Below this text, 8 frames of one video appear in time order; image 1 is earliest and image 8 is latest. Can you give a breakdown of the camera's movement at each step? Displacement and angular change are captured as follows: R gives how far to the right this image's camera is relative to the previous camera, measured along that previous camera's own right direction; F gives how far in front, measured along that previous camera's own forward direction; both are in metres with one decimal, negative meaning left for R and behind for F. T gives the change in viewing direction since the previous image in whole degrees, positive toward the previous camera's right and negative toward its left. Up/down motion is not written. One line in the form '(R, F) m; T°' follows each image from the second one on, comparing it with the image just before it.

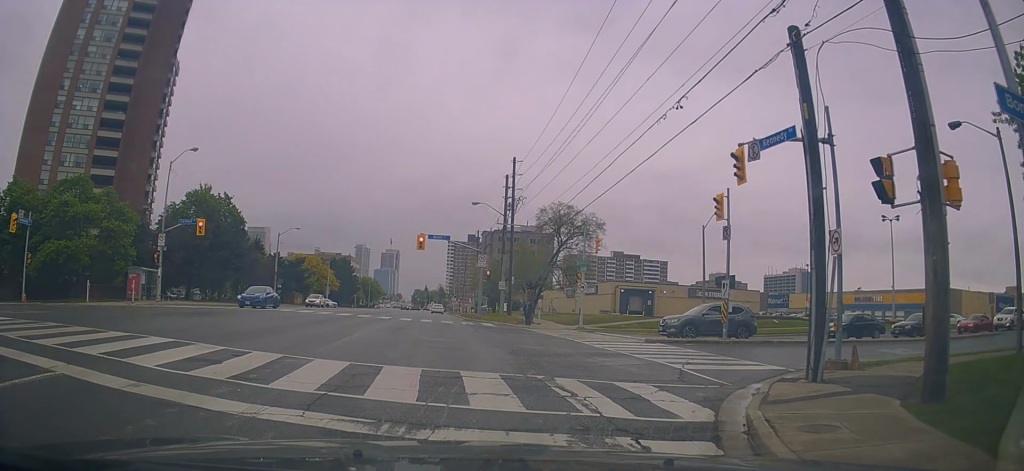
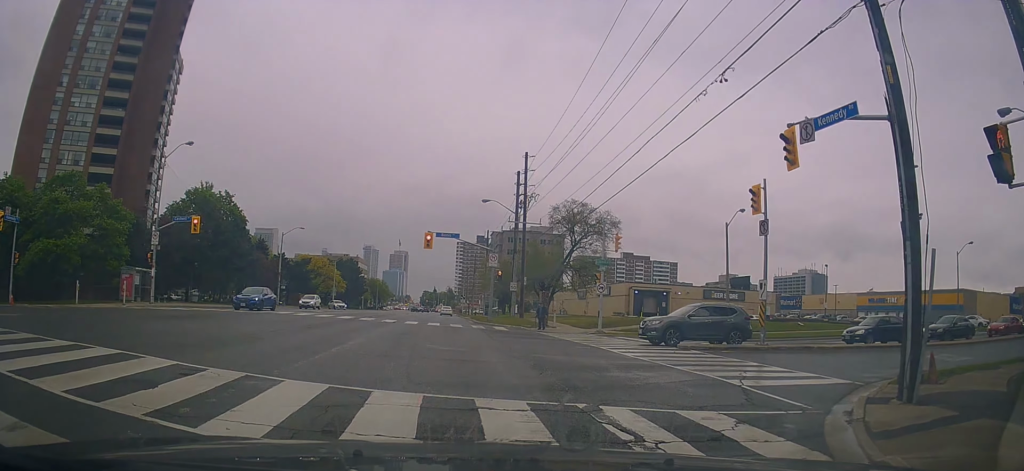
(-0.1, +4.1) m; -3°
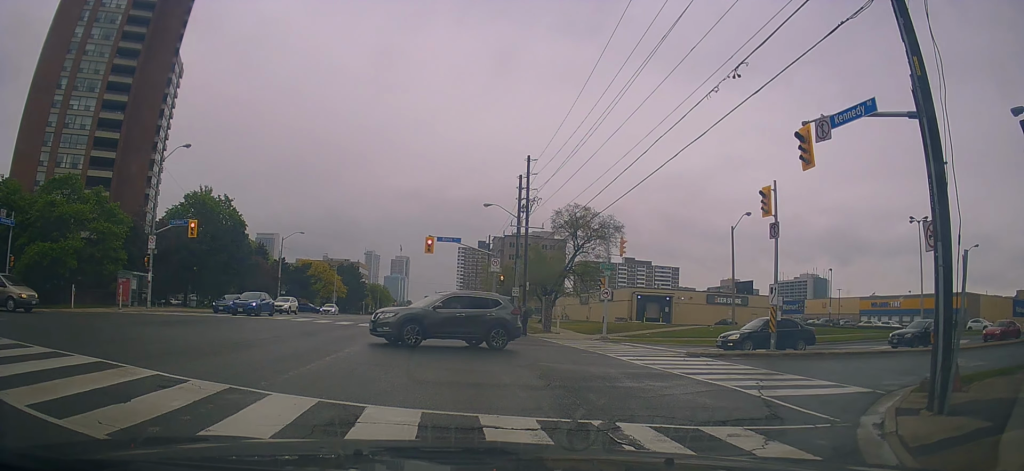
(+0.3, +2.1) m; 0°
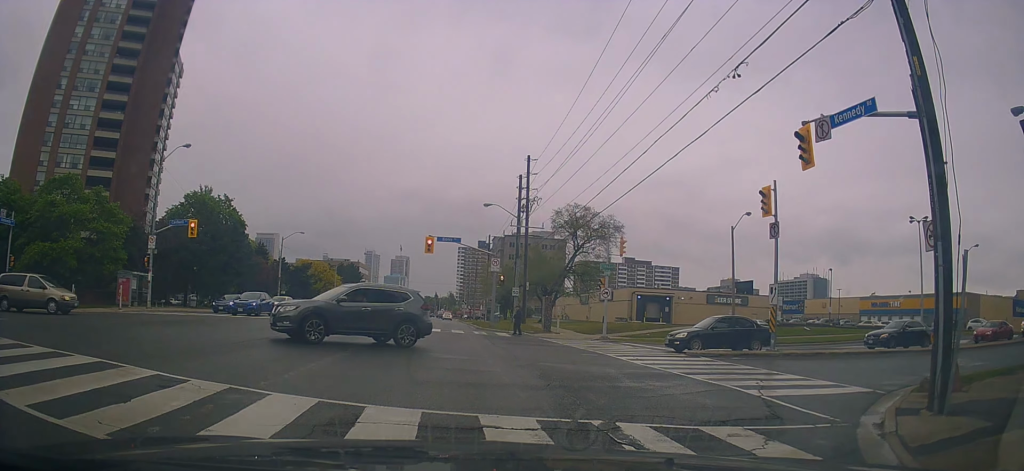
(+0.2, -0.1) m; 0°
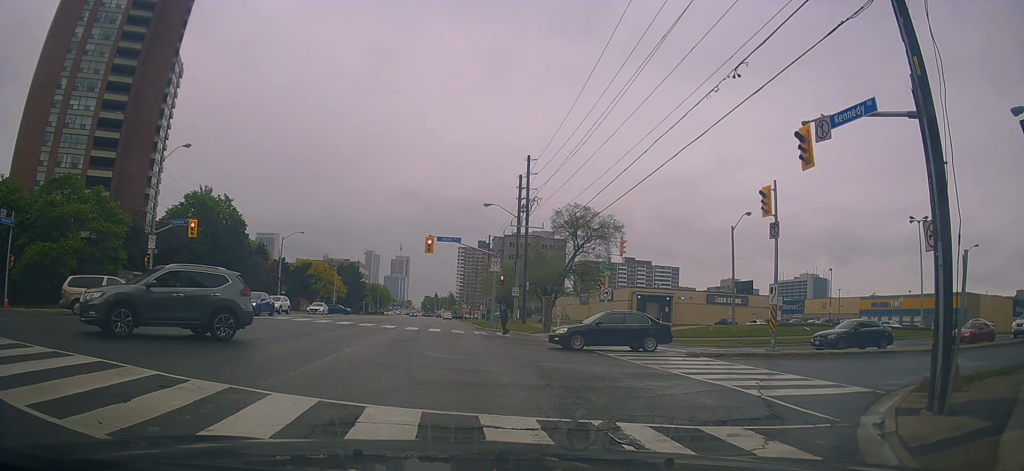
(0.0, 0.0) m; 0°
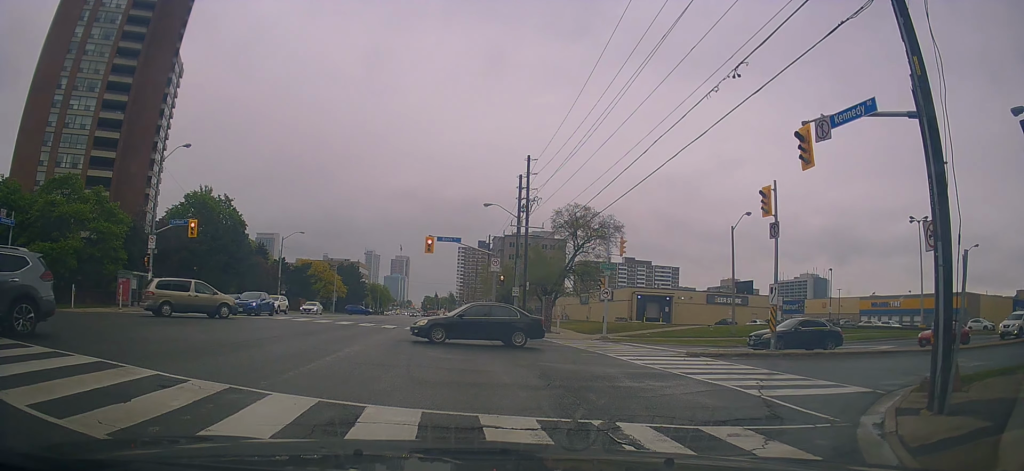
(0.0, 0.0) m; 0°
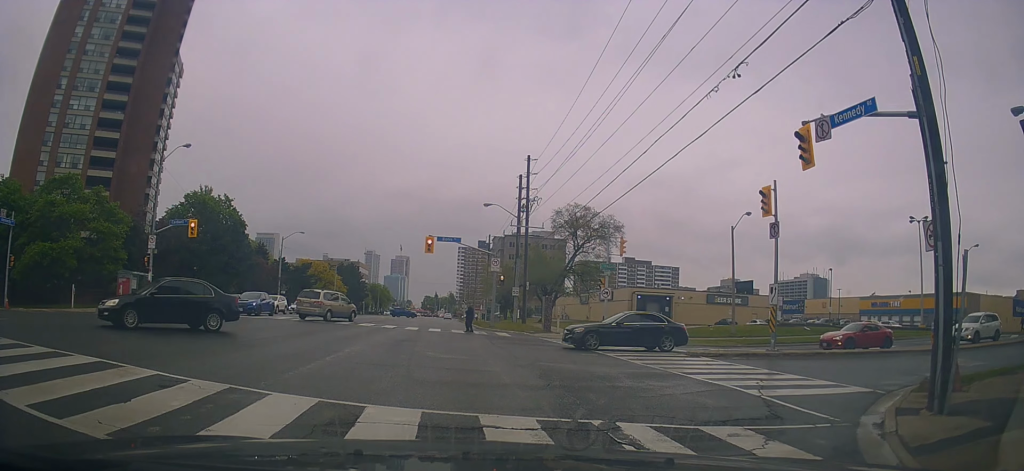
(0.0, 0.0) m; 0°
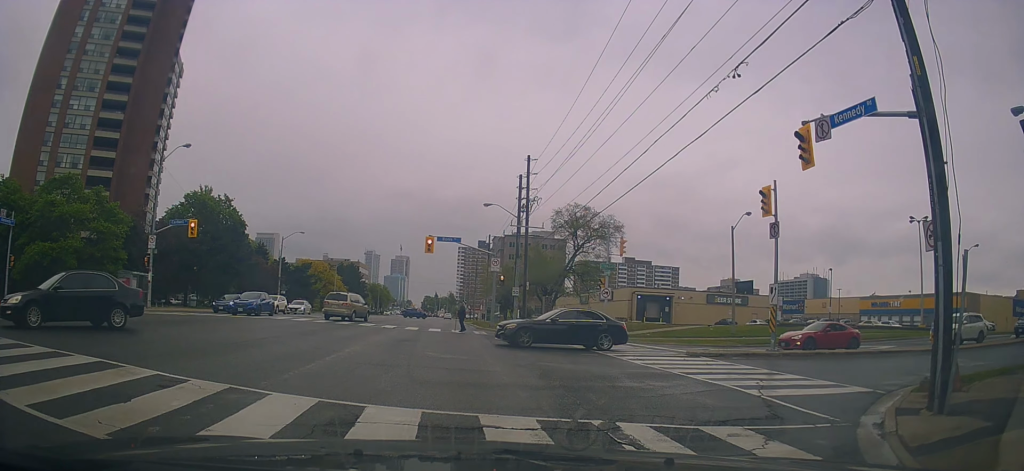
(0.0, 0.0) m; 0°
